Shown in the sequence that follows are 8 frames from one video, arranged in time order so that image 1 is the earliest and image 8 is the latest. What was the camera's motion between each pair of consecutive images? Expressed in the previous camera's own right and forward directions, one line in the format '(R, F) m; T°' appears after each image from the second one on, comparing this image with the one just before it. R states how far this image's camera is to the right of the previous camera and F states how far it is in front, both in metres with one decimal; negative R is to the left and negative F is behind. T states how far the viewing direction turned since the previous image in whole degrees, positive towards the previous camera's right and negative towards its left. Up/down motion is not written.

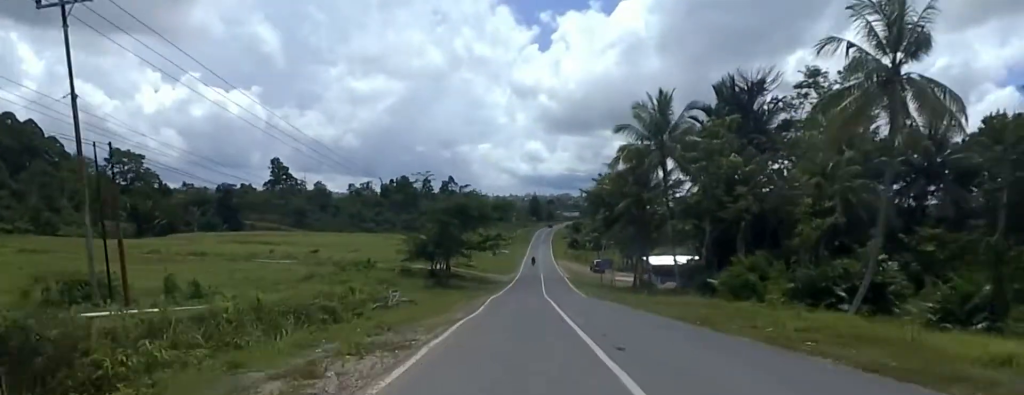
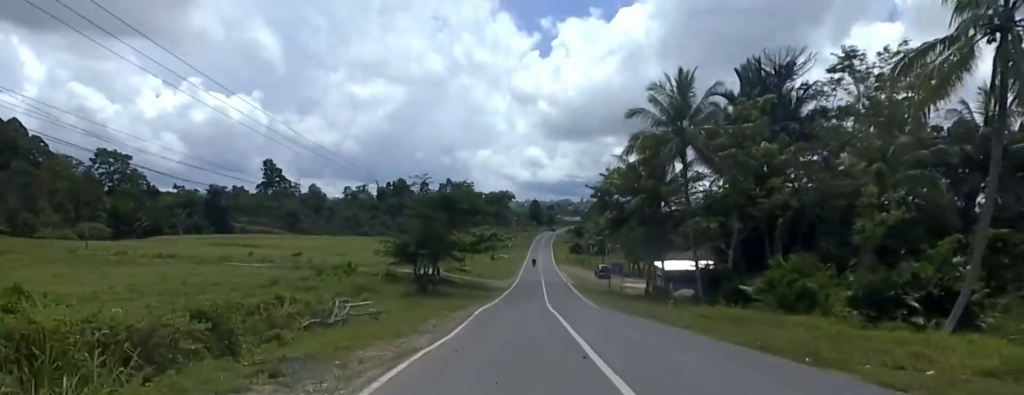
(0.0, +6.8) m; 0°
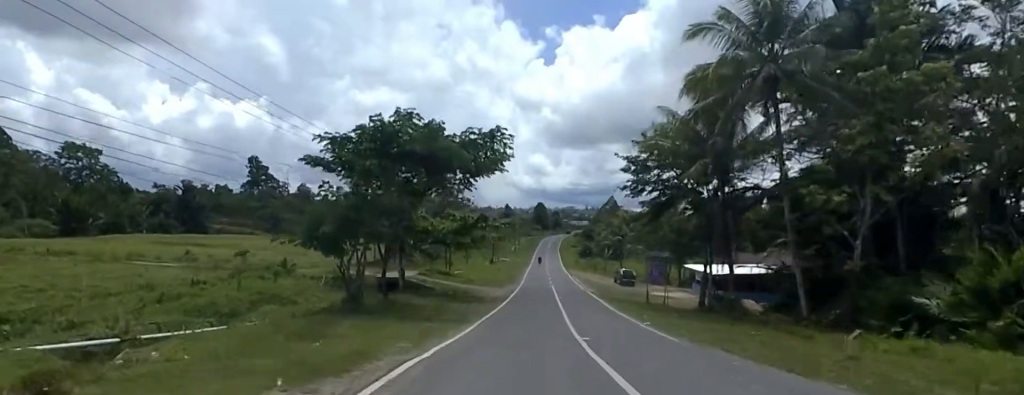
(0.0, +16.8) m; 0°
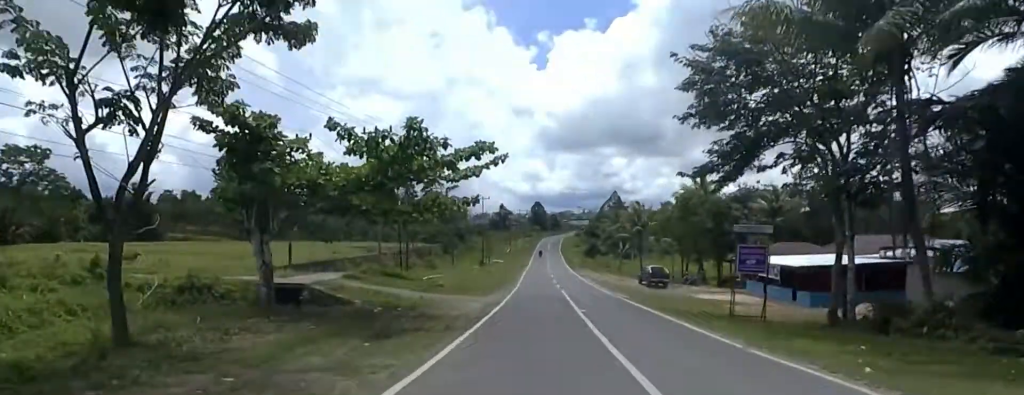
(0.0, +18.2) m; -3°
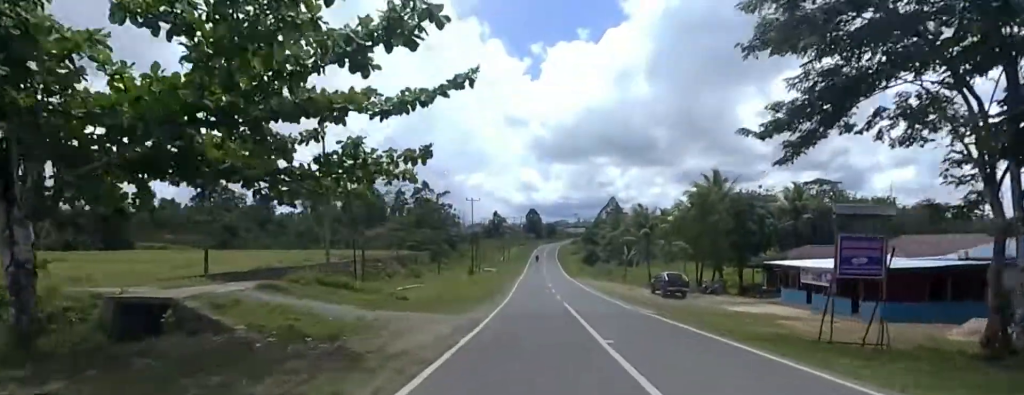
(-0.2, +8.3) m; -2°
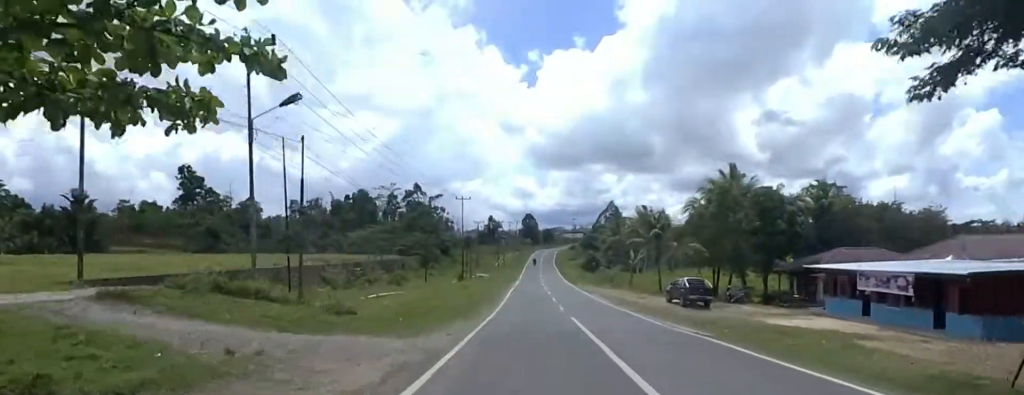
(-0.6, +7.1) m; 0°
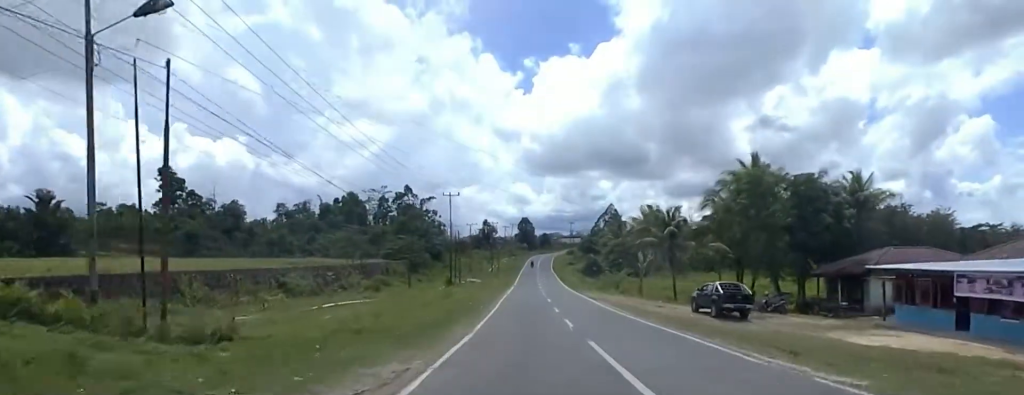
(+0.4, +7.6) m; +2°
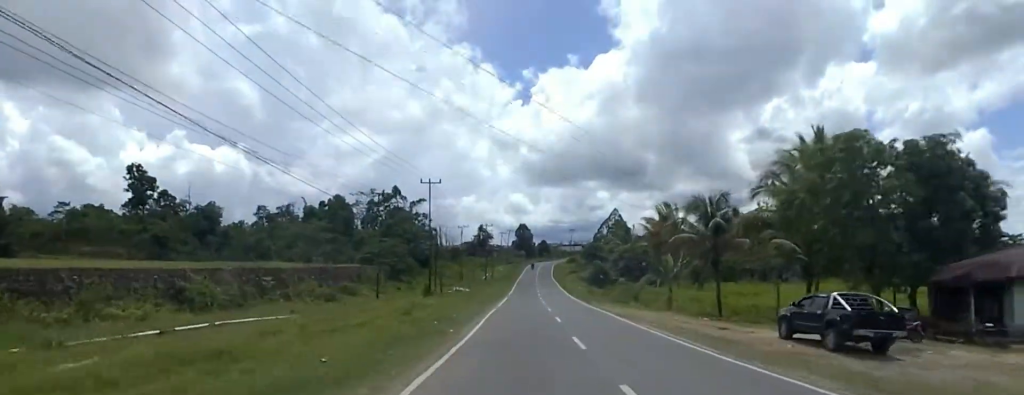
(+0.6, +12.7) m; +3°
